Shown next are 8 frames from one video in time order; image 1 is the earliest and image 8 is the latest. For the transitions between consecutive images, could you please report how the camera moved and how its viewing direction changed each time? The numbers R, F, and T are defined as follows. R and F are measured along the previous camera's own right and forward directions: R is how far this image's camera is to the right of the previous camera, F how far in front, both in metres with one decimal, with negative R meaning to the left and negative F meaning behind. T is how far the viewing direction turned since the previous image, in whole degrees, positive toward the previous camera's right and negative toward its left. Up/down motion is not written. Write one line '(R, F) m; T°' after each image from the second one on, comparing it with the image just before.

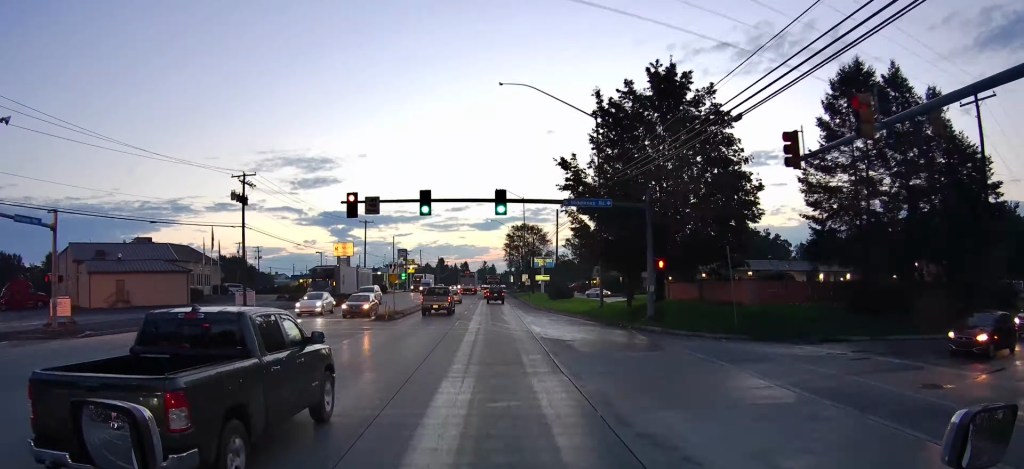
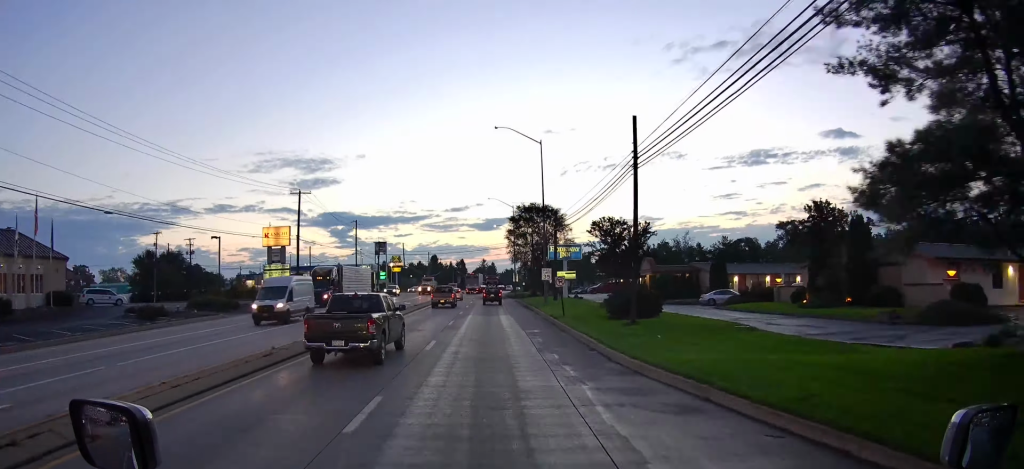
(+0.3, +48.7) m; 0°
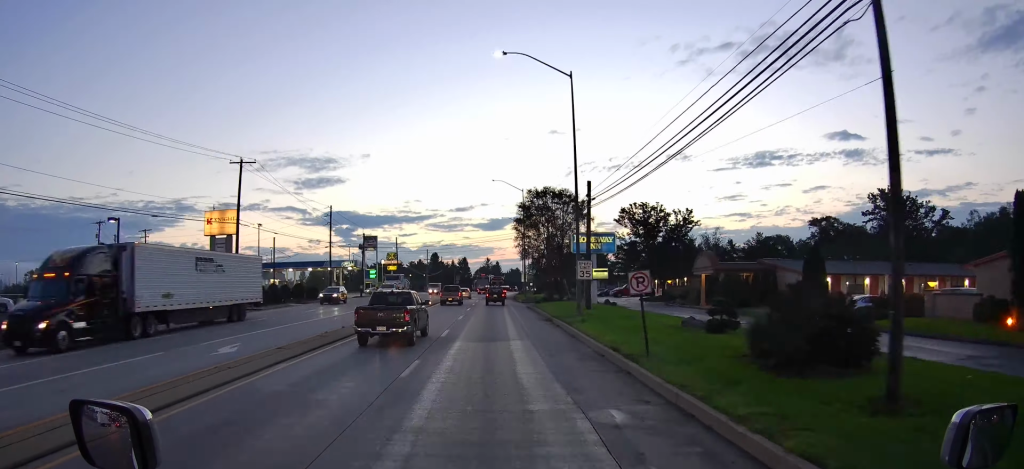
(0.0, +26.3) m; 0°
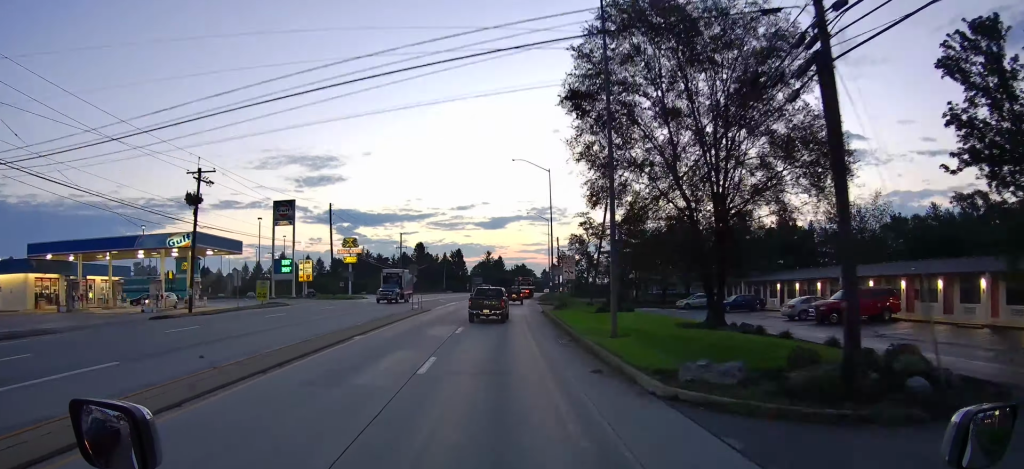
(-0.1, +64.3) m; 0°
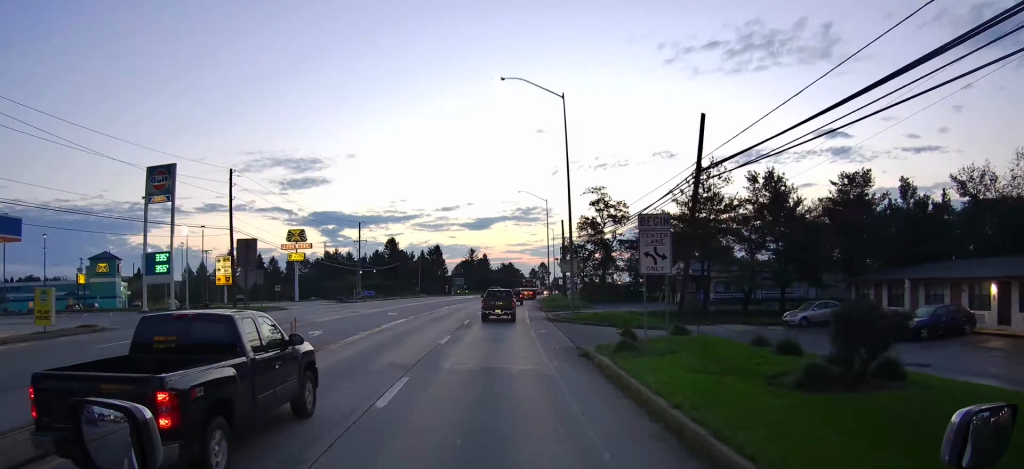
(0.0, +20.3) m; 0°
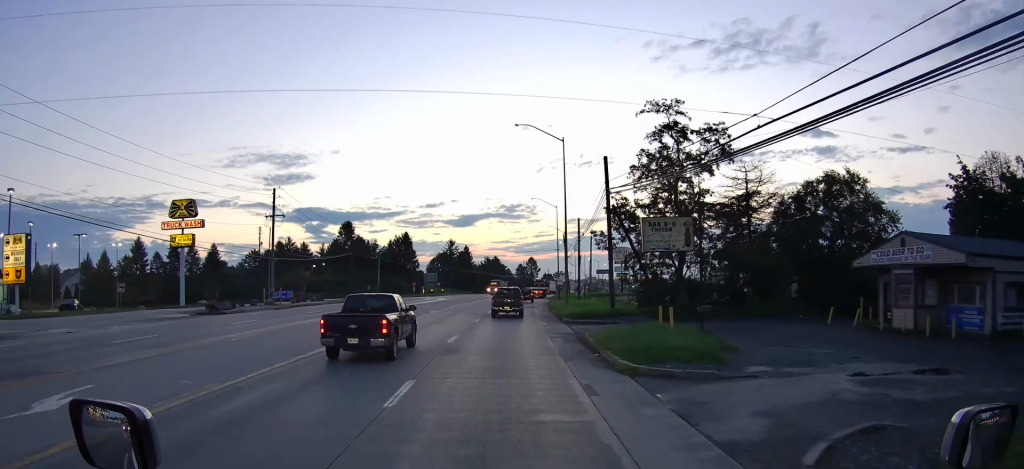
(+0.2, +29.6) m; +2°
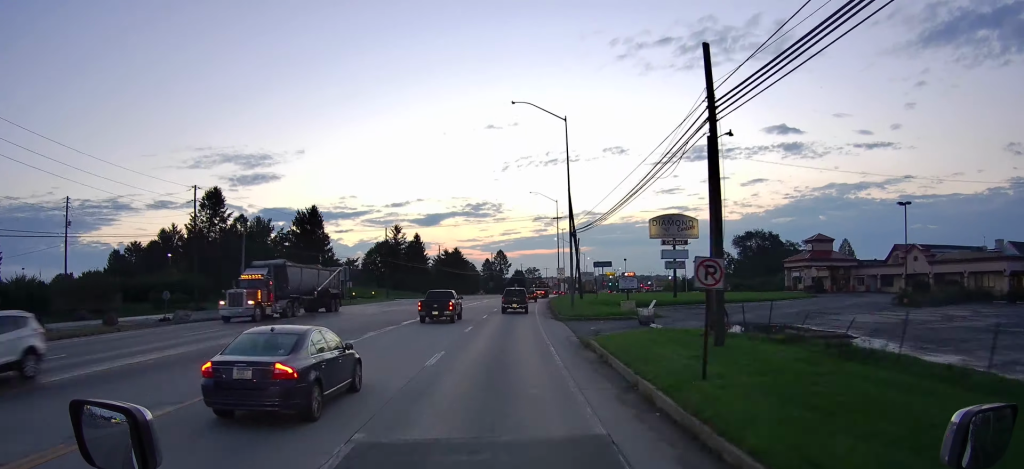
(+1.5, +46.6) m; +4°
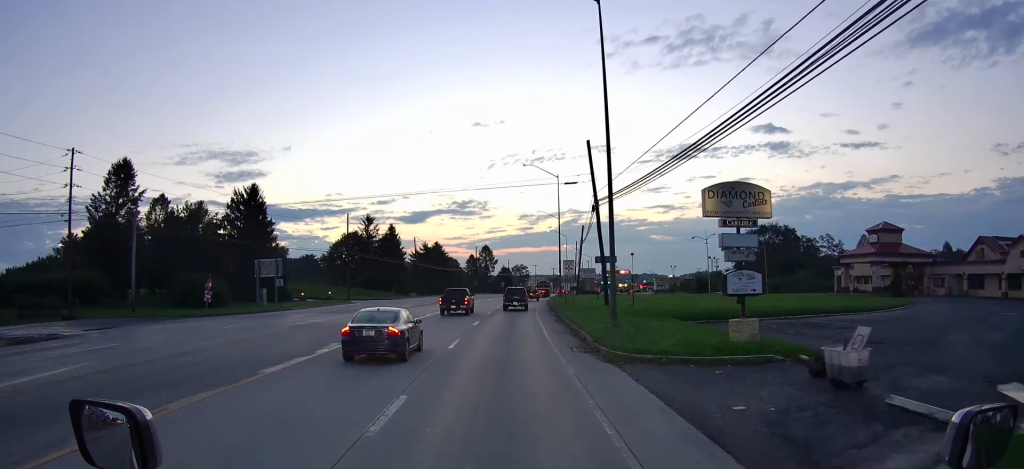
(+0.4, +18.6) m; +2°
